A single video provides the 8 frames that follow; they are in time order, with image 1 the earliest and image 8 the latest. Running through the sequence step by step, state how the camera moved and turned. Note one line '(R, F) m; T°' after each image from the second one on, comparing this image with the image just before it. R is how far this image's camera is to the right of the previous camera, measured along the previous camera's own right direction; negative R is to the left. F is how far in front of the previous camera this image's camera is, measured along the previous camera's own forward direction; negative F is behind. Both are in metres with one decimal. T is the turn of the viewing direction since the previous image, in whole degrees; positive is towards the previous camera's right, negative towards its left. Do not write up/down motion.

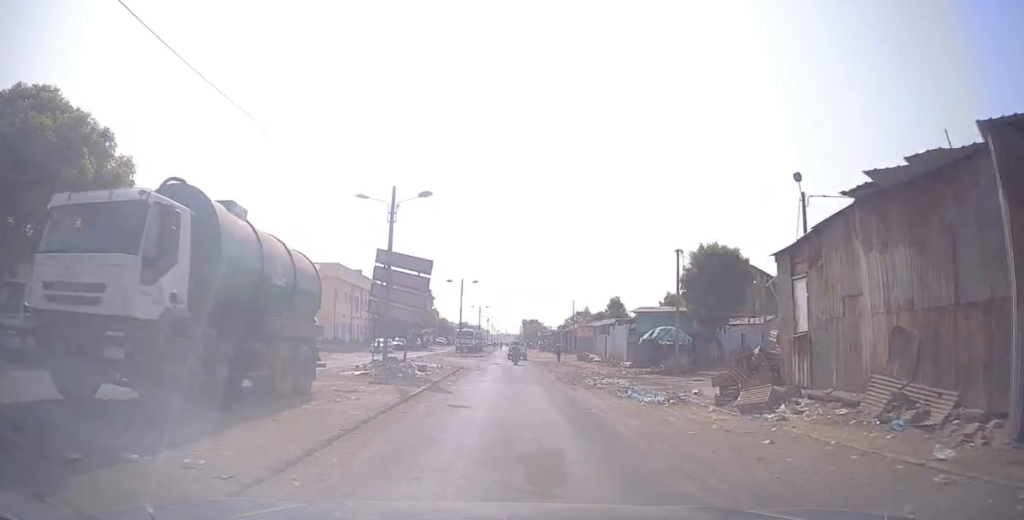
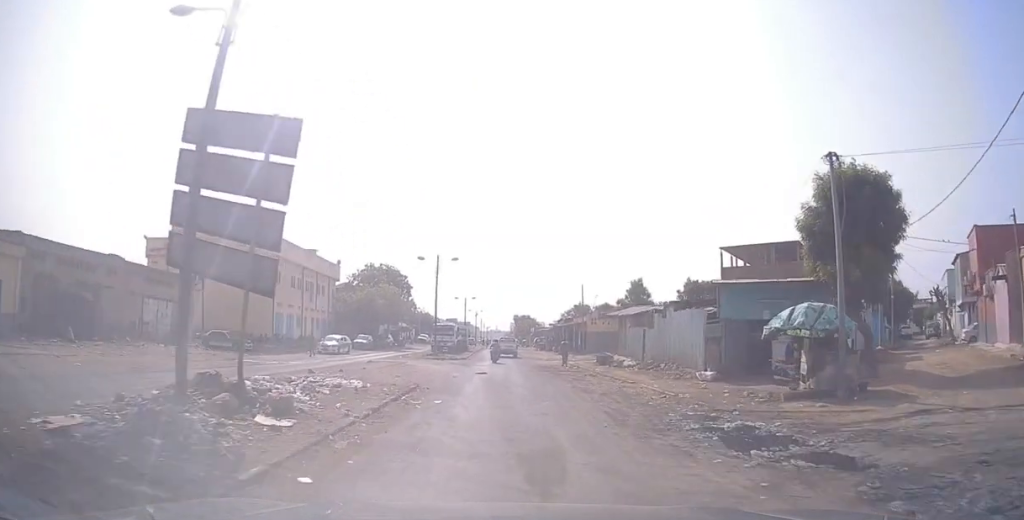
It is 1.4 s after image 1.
(-0.3, +14.2) m; -2°
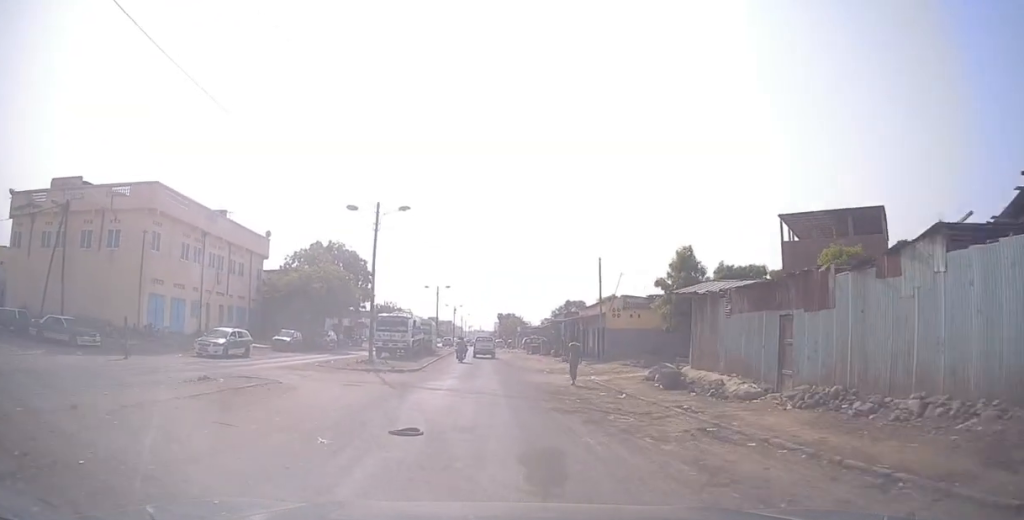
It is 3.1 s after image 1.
(+0.2, +17.0) m; +2°
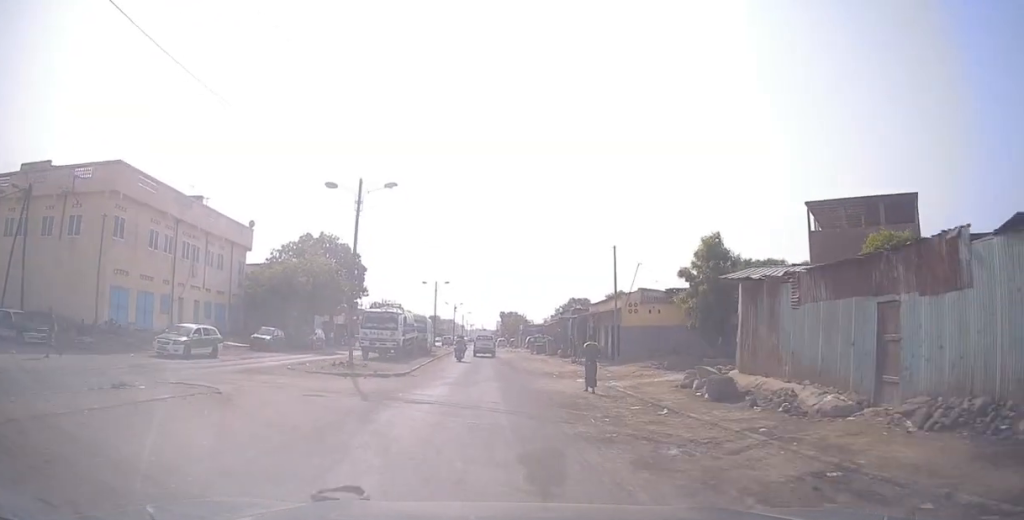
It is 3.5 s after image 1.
(0.0, +4.7) m; 0°
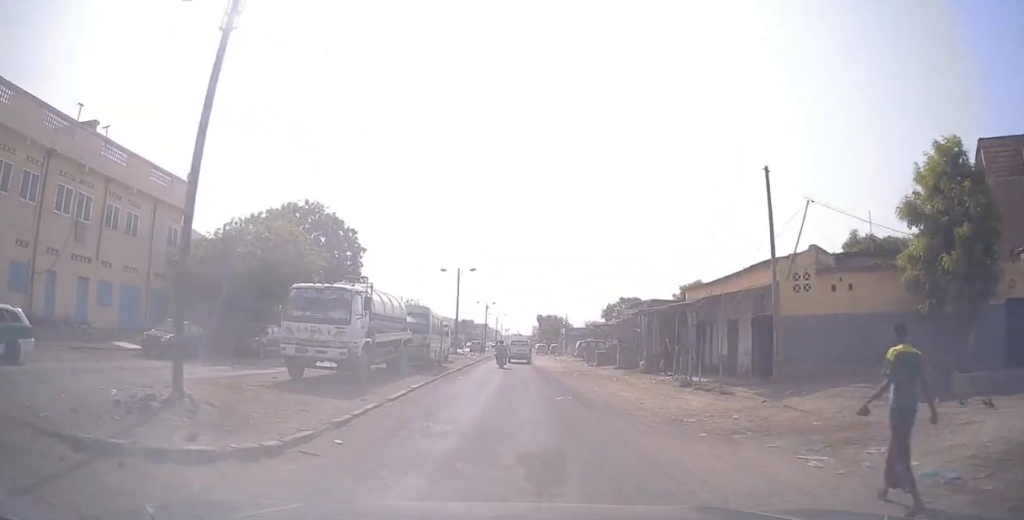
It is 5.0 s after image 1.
(-0.2, +16.9) m; -2°
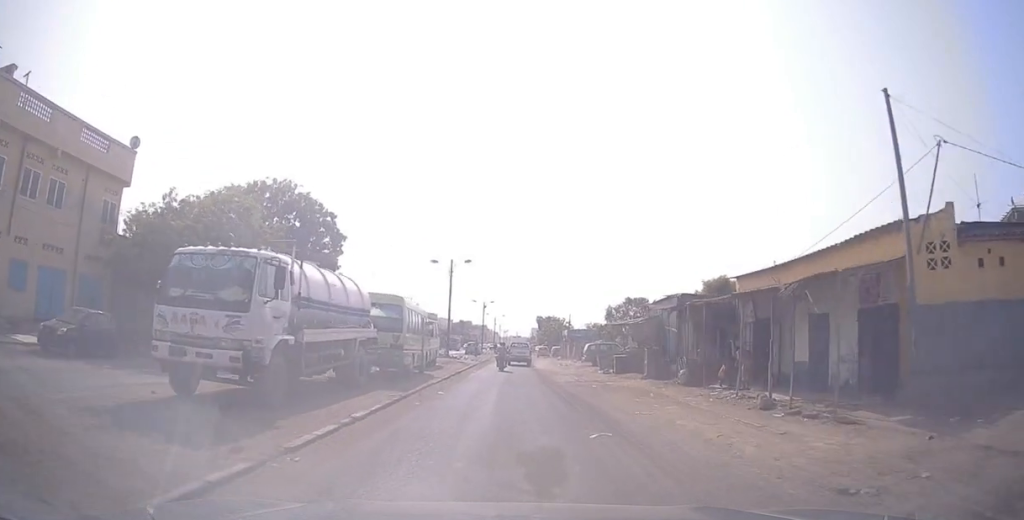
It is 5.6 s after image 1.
(-0.3, +6.6) m; +1°
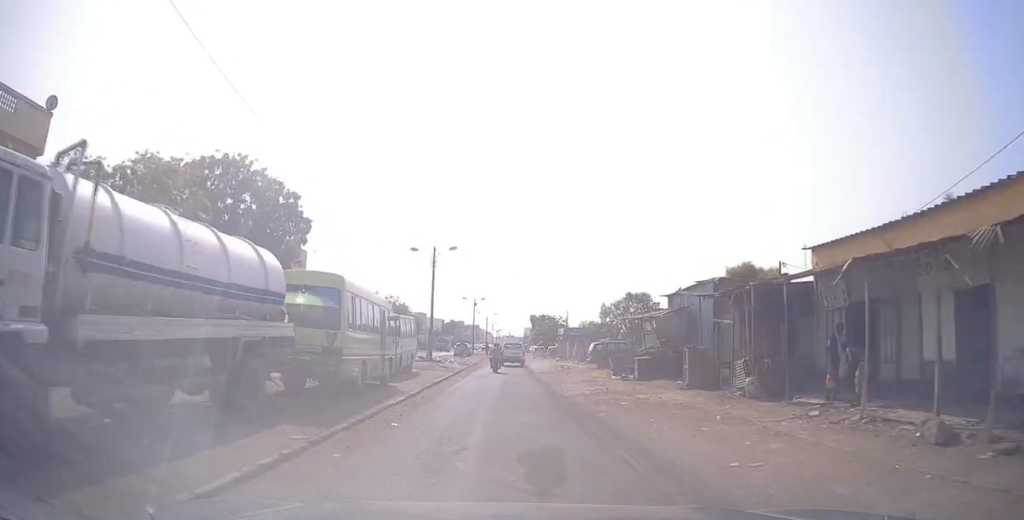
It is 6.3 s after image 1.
(+0.2, +6.6) m; 0°
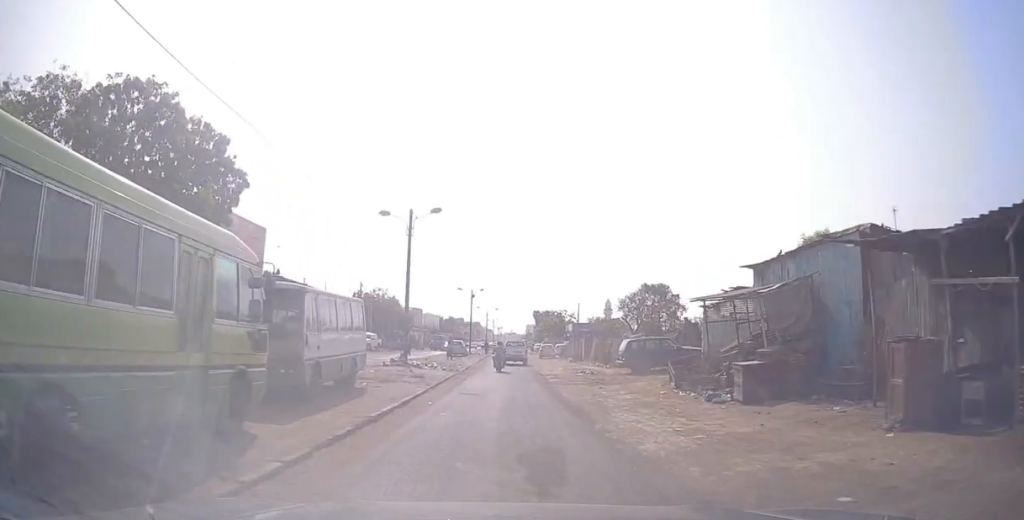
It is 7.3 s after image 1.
(-0.1, +10.9) m; -3°
